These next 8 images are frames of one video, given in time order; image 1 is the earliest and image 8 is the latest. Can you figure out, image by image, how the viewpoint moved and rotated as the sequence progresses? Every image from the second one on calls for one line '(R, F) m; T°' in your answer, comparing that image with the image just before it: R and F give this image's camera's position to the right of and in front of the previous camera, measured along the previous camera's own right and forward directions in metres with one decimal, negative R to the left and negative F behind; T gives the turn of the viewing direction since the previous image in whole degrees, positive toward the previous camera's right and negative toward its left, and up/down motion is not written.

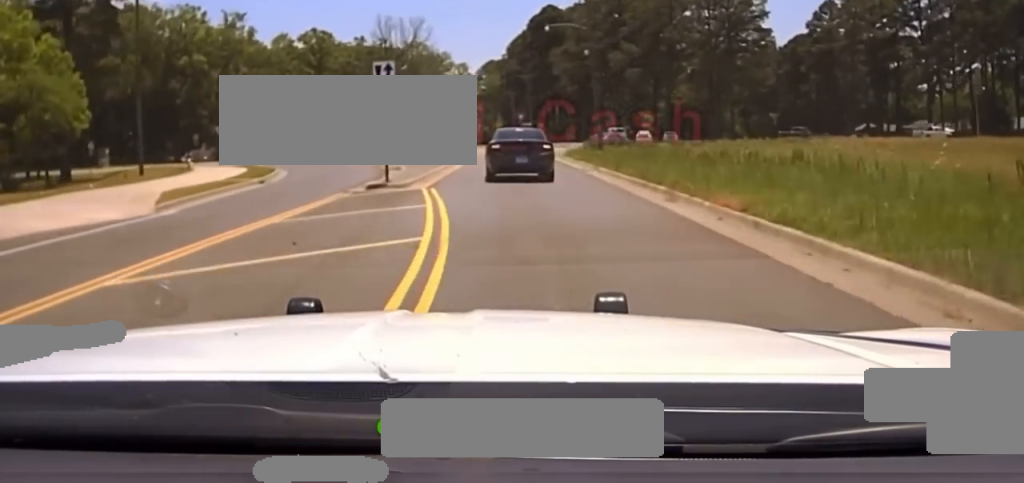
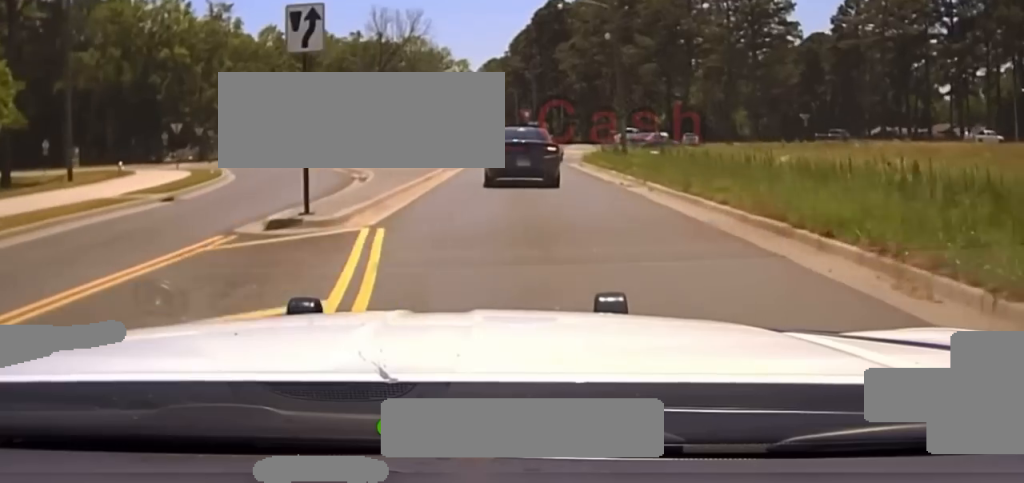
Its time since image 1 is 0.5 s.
(0.0, +11.1) m; 0°
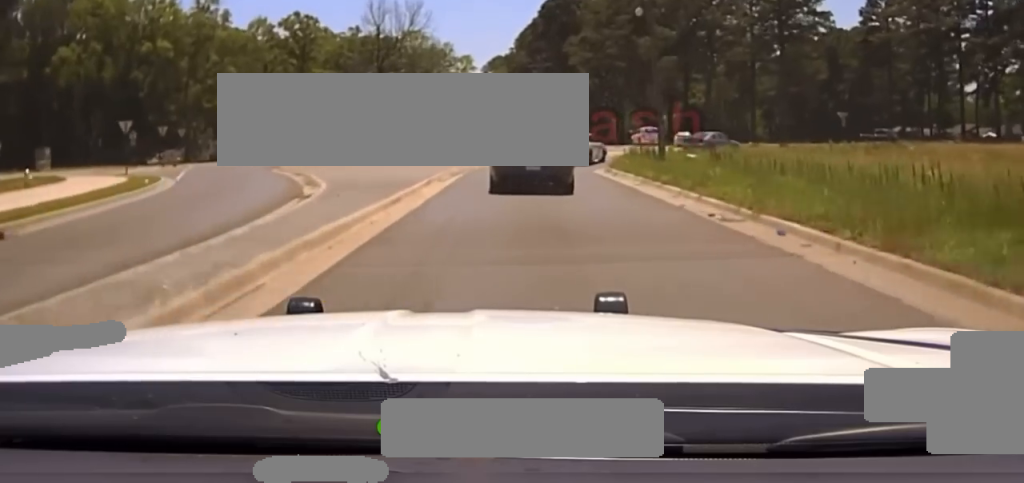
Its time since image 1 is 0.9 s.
(-0.1, +9.7) m; 0°
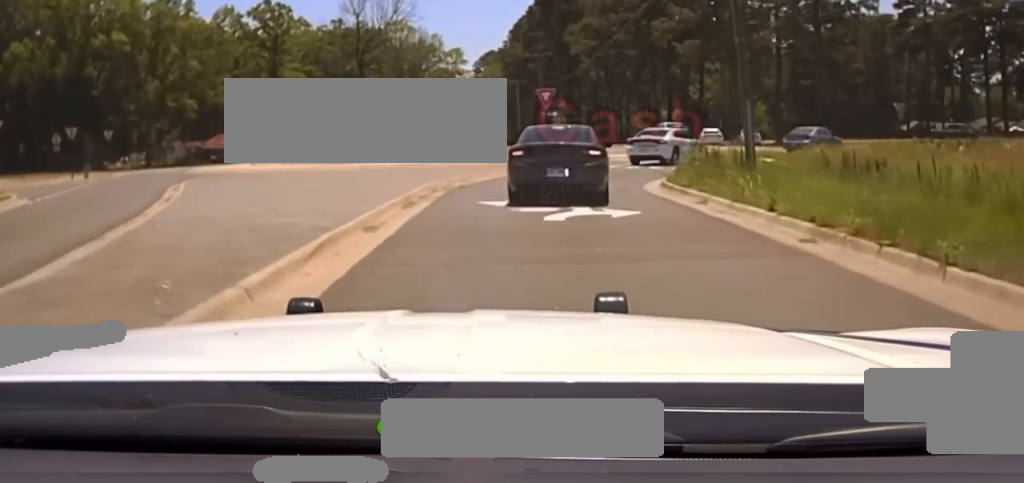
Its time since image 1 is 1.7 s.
(-0.1, +15.2) m; 0°
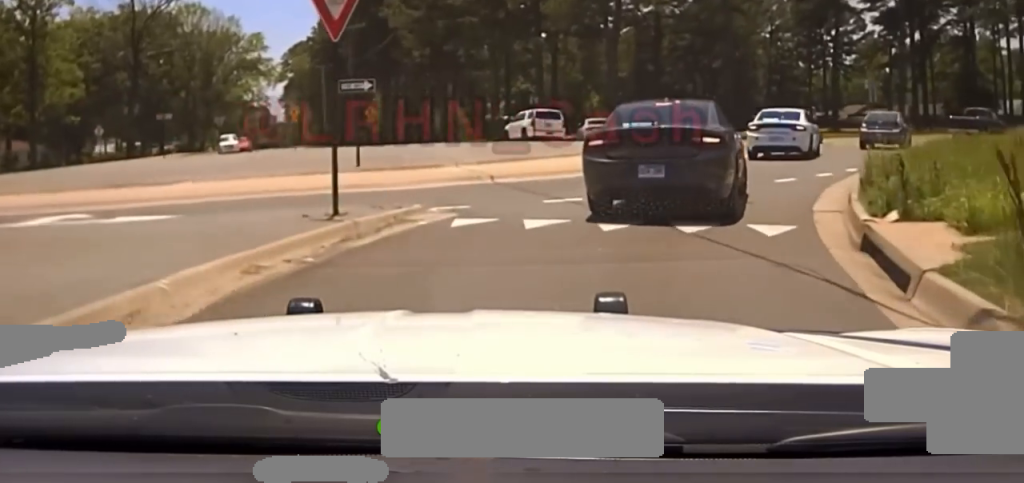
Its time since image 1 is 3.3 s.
(+1.0, +26.9) m; +10°
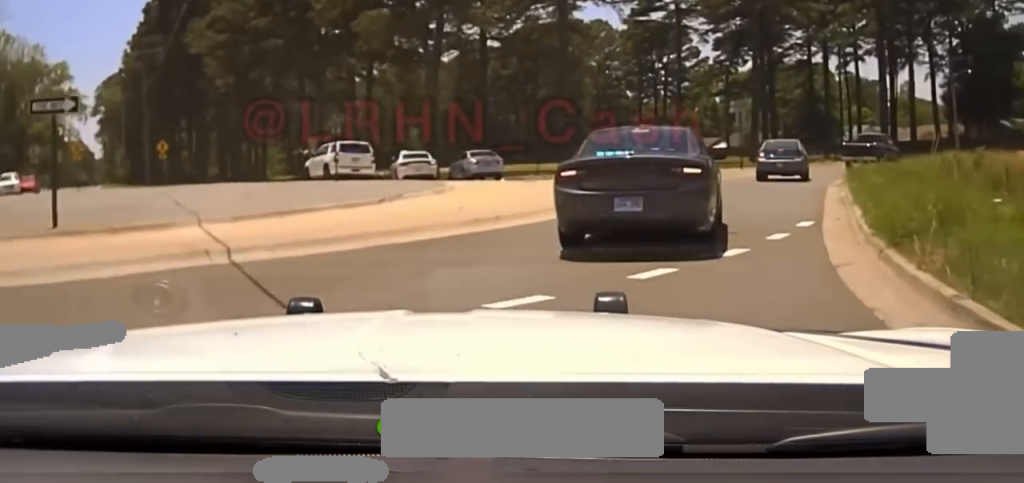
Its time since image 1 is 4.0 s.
(+0.8, +9.3) m; +9°
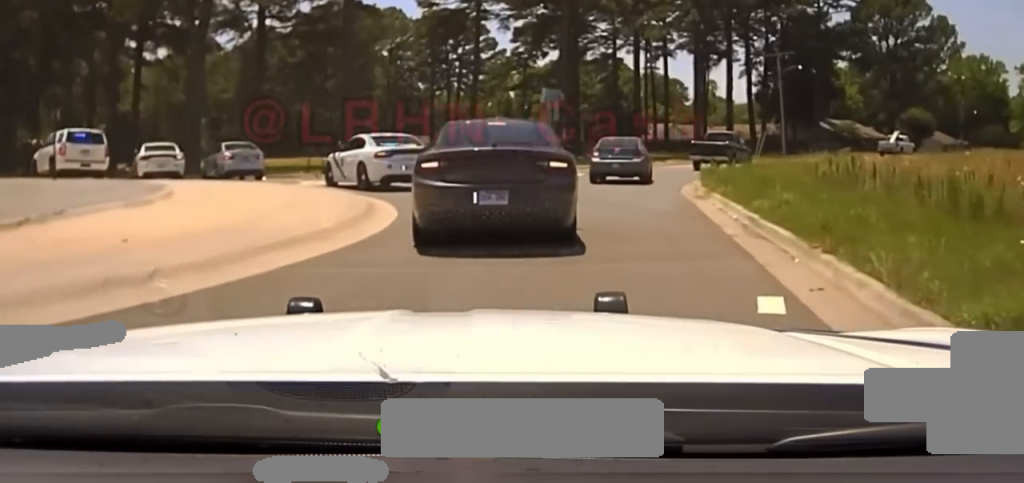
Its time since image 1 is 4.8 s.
(+0.7, +8.4) m; +10°
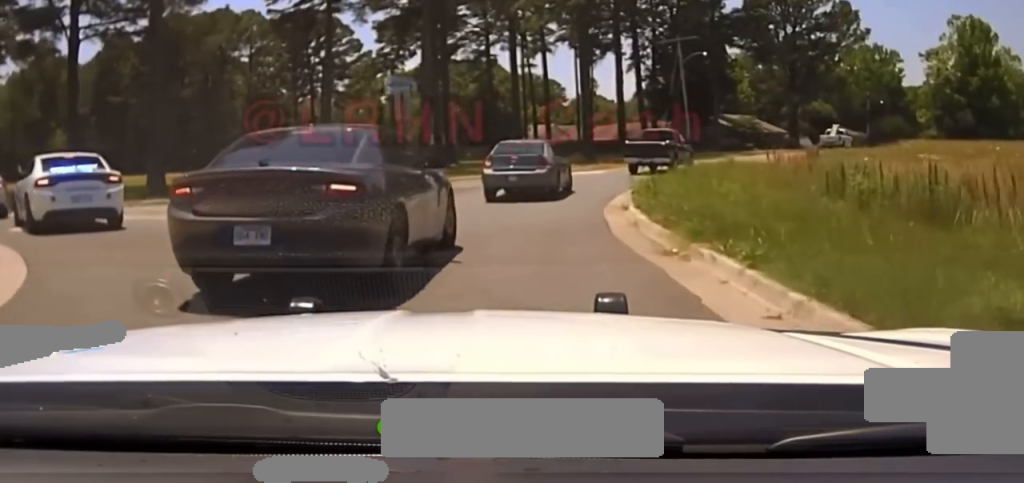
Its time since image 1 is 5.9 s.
(+1.2, +8.3) m; +11°
